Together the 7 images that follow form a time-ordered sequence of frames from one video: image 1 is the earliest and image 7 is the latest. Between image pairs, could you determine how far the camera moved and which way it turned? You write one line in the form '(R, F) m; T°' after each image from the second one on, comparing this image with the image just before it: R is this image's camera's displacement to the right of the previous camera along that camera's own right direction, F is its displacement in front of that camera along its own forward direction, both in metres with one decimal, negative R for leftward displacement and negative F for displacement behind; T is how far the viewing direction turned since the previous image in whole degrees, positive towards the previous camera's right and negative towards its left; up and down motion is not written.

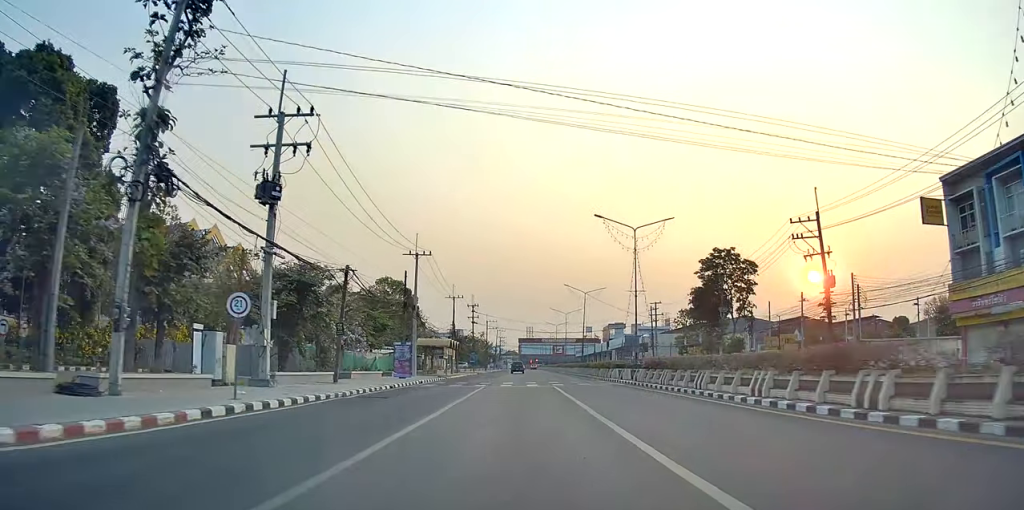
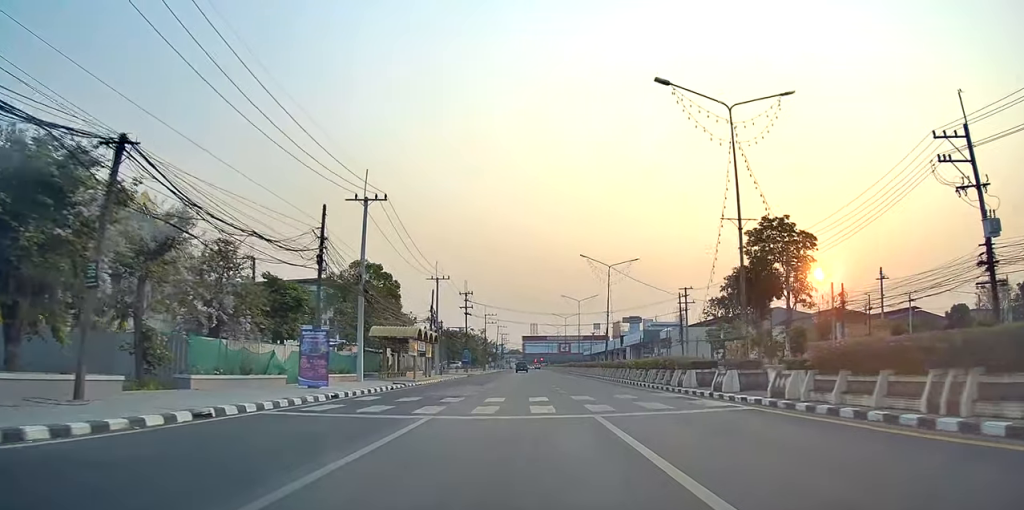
(0.0, +19.4) m; -1°
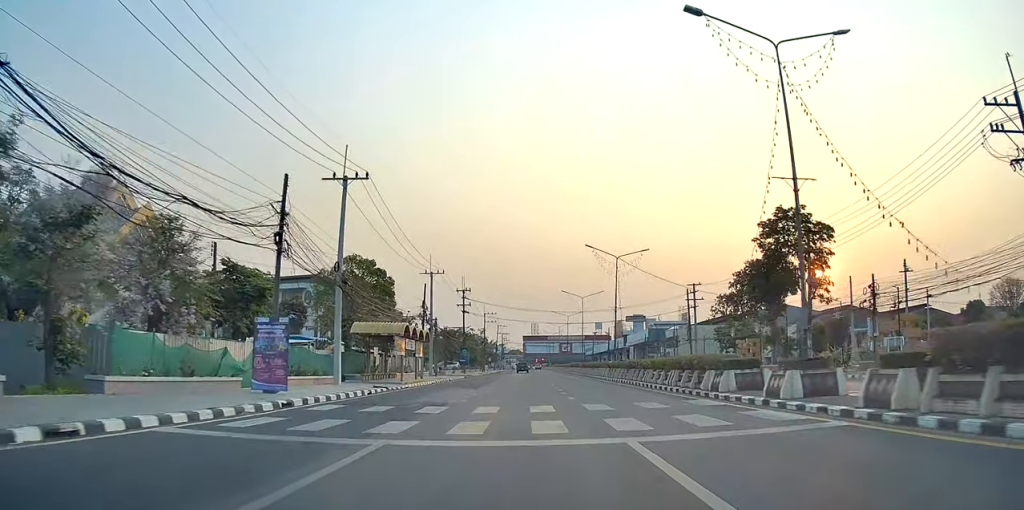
(-0.1, +4.6) m; 0°
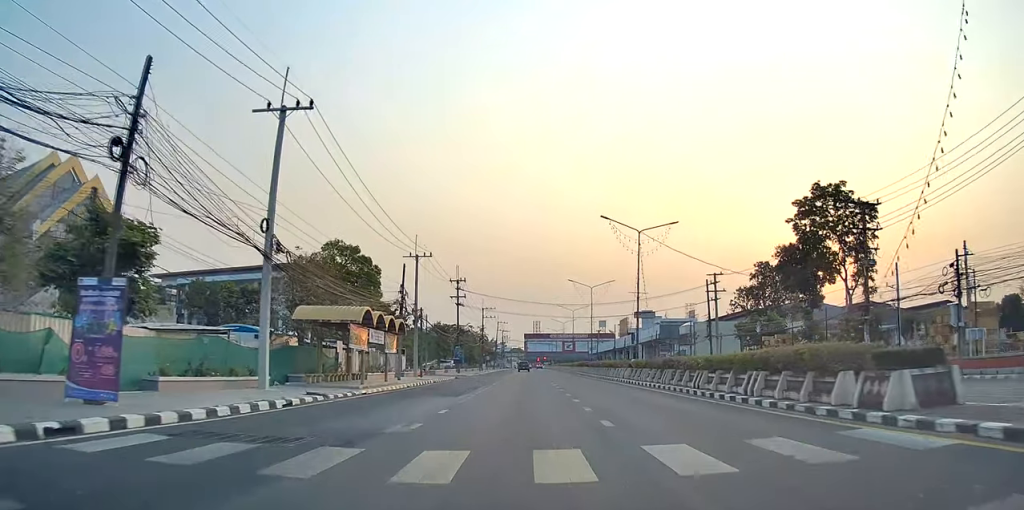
(0.0, +9.8) m; +1°
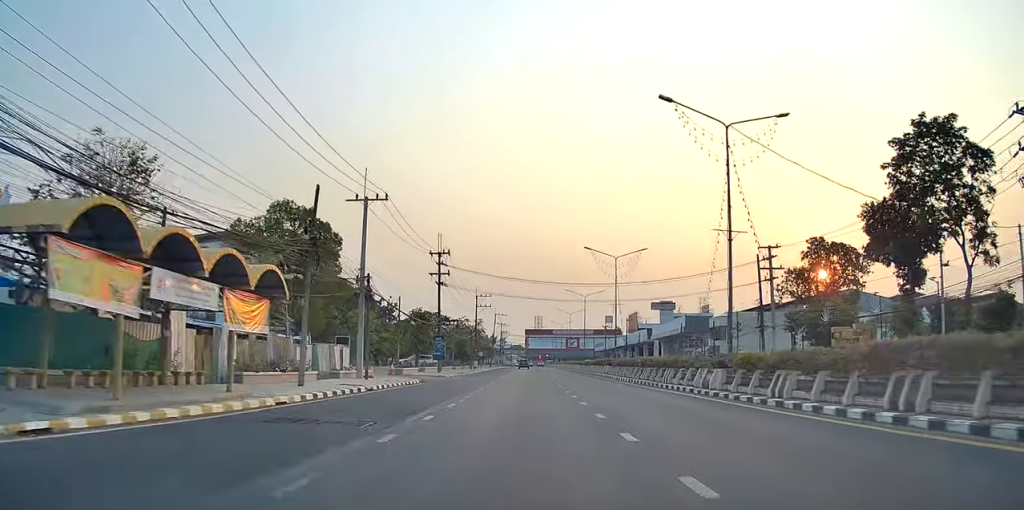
(+0.5, +18.8) m; +1°
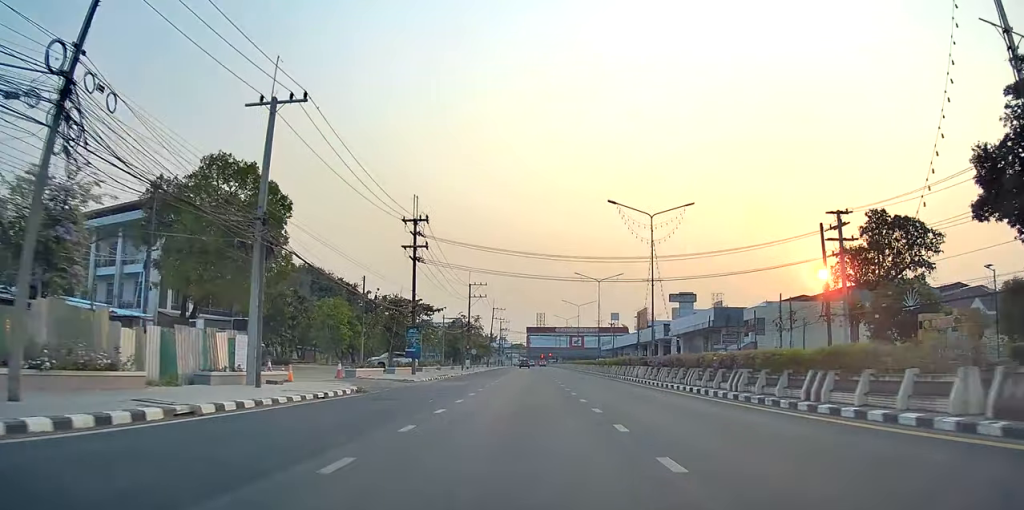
(-0.2, +14.7) m; 0°
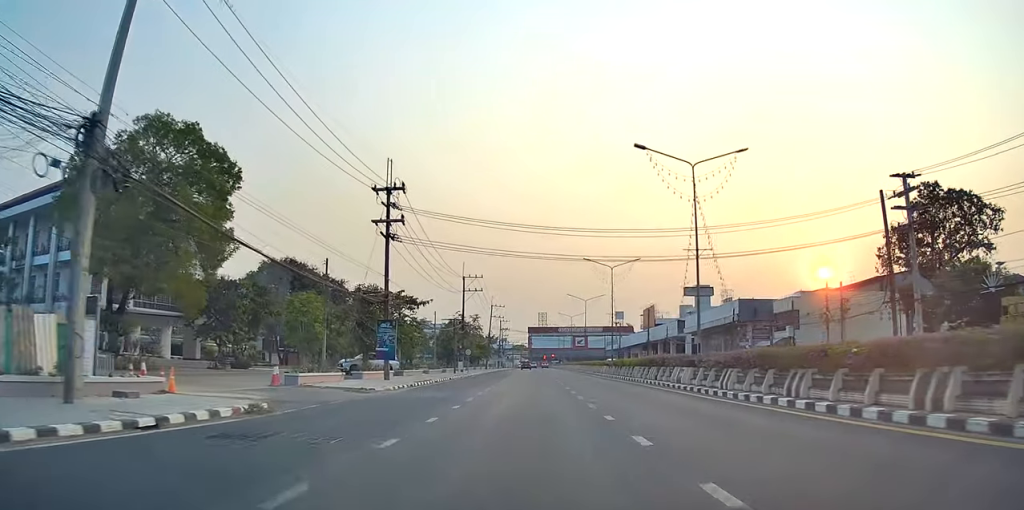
(+0.2, +10.3) m; 0°
